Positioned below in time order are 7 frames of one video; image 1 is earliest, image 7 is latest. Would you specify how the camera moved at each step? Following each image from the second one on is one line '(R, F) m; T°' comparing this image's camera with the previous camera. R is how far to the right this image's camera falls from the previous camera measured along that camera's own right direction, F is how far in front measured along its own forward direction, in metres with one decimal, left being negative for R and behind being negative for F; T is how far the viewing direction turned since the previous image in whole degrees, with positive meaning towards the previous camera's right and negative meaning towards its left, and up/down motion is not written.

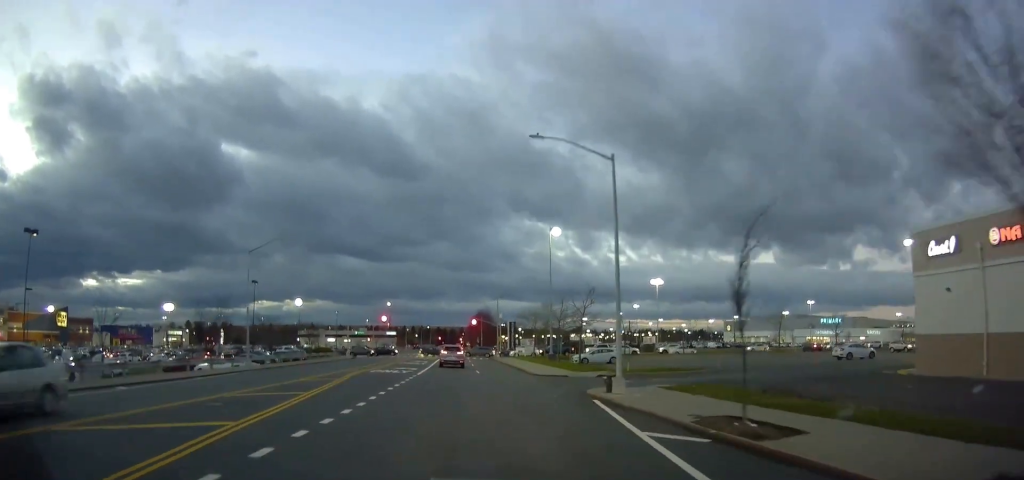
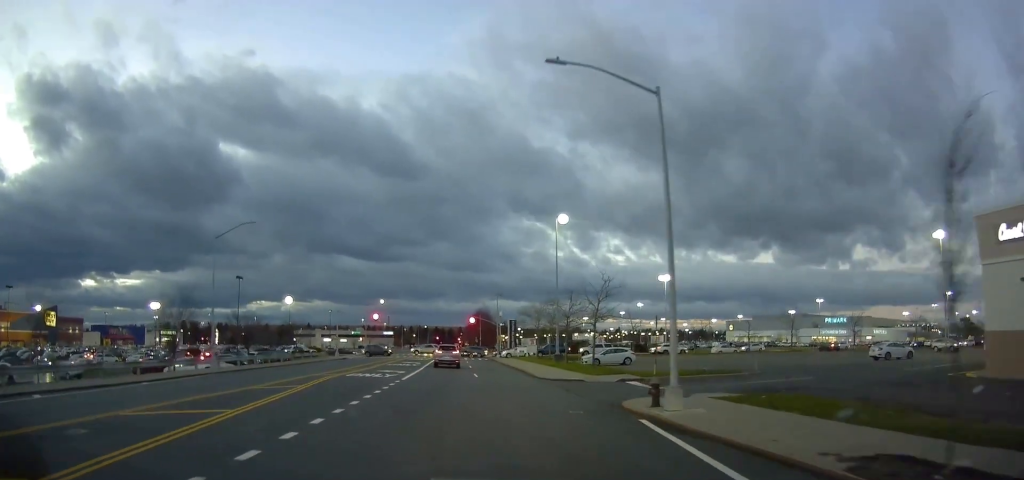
(+0.4, +5.9) m; -1°
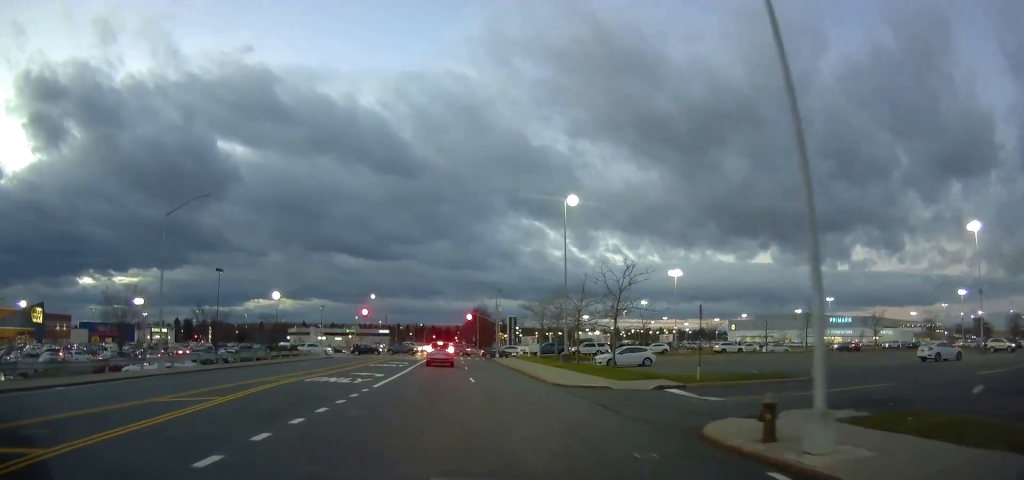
(+0.1, +6.1) m; 0°
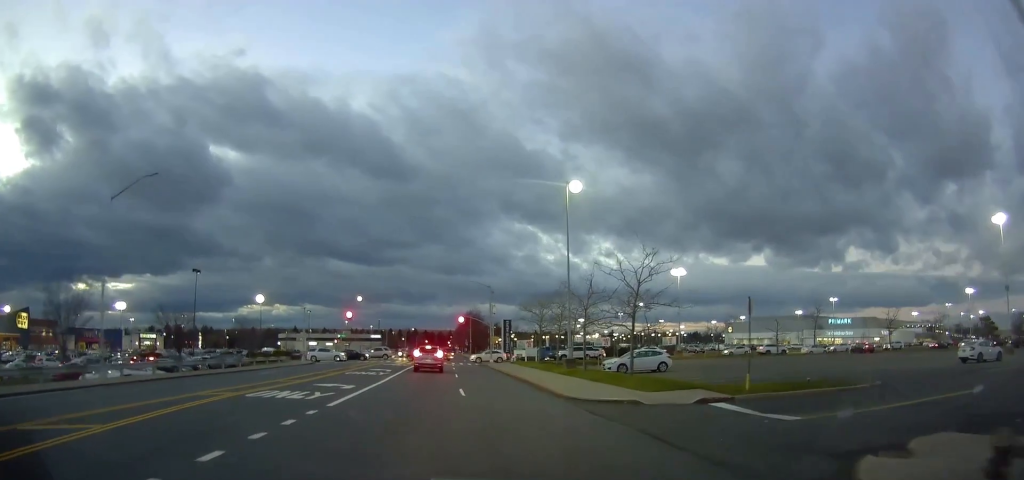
(-0.5, +5.4) m; +1°
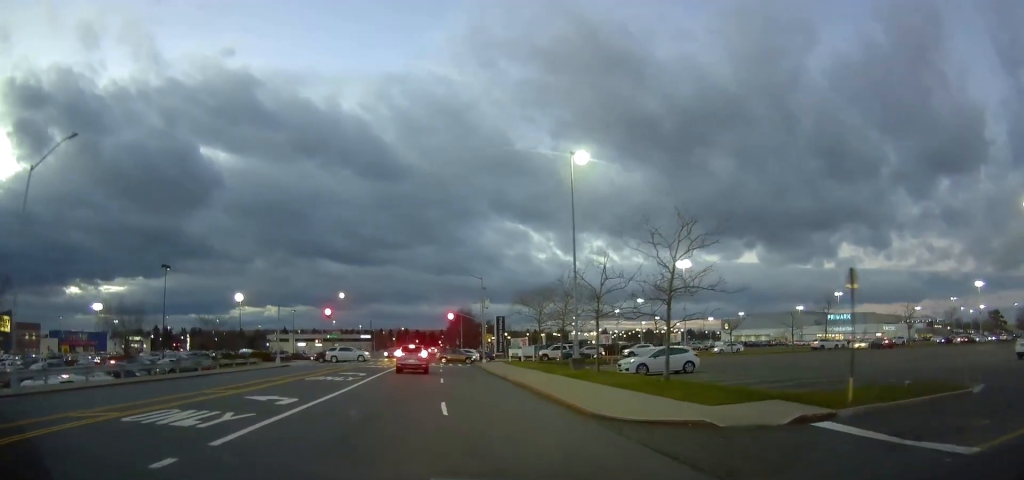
(+0.4, +6.2) m; +2°
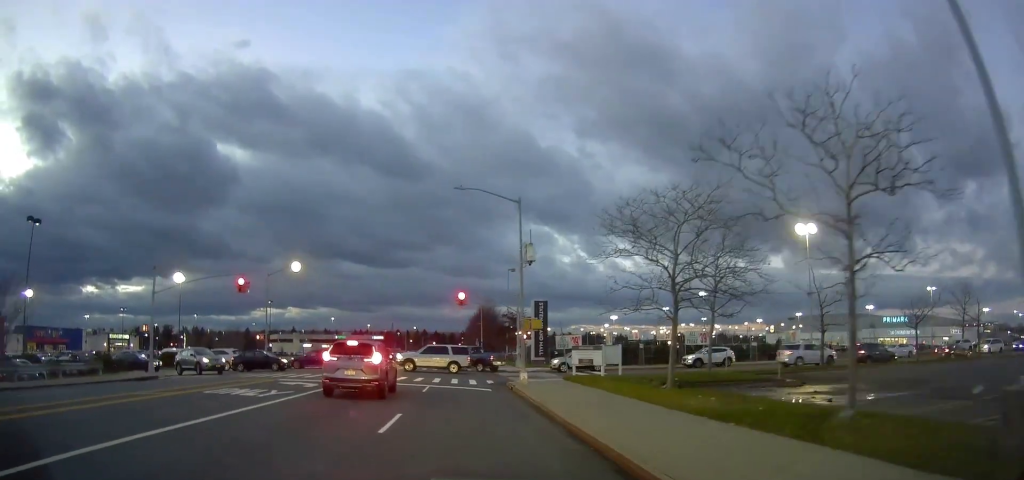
(-0.6, +30.1) m; -2°
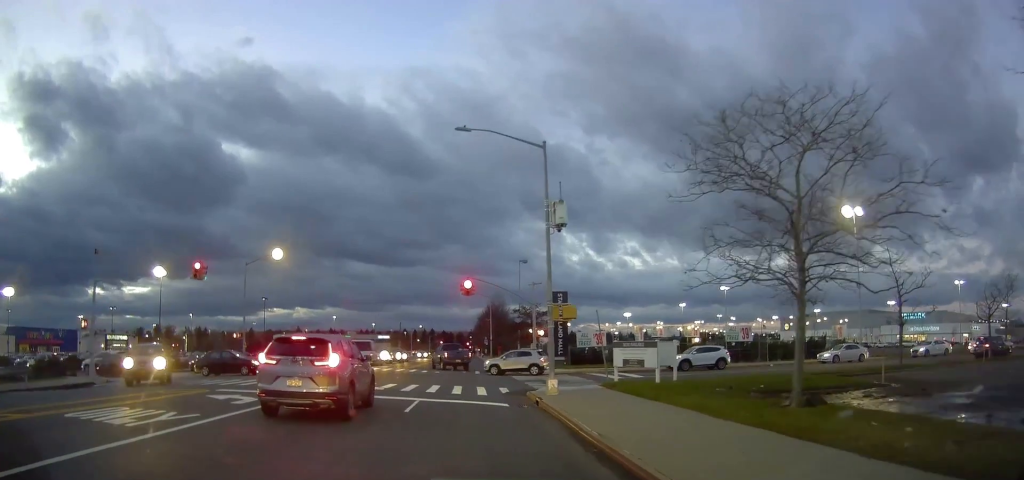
(-0.3, +7.9) m; -4°
